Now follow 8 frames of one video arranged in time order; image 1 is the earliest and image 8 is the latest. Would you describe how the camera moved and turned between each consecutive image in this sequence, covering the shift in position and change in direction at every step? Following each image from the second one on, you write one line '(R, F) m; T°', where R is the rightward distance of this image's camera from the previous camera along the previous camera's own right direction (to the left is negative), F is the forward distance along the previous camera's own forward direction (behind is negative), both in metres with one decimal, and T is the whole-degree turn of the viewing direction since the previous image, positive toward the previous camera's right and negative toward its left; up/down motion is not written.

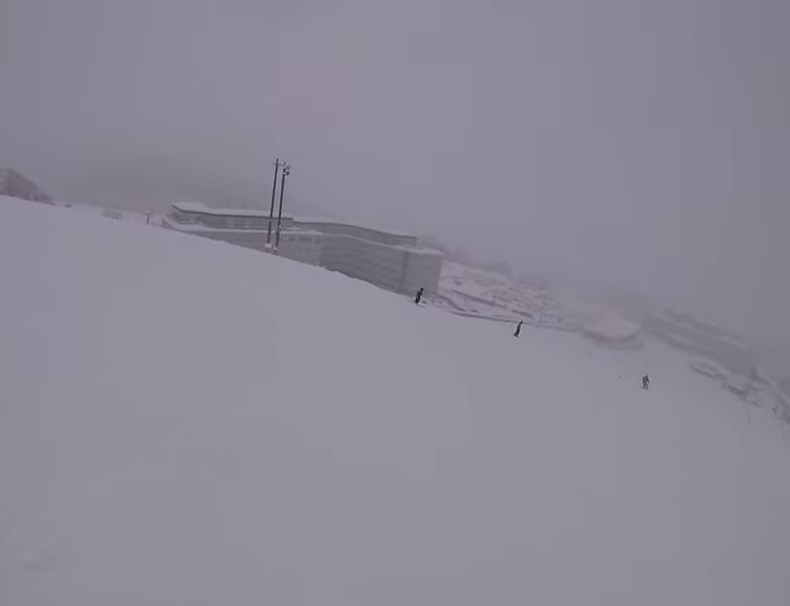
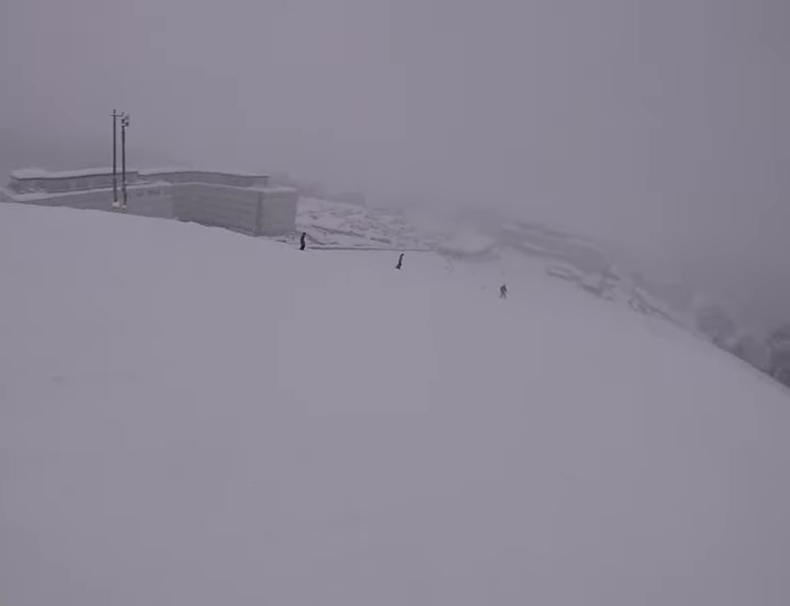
(-0.1, +1.7) m; +4°
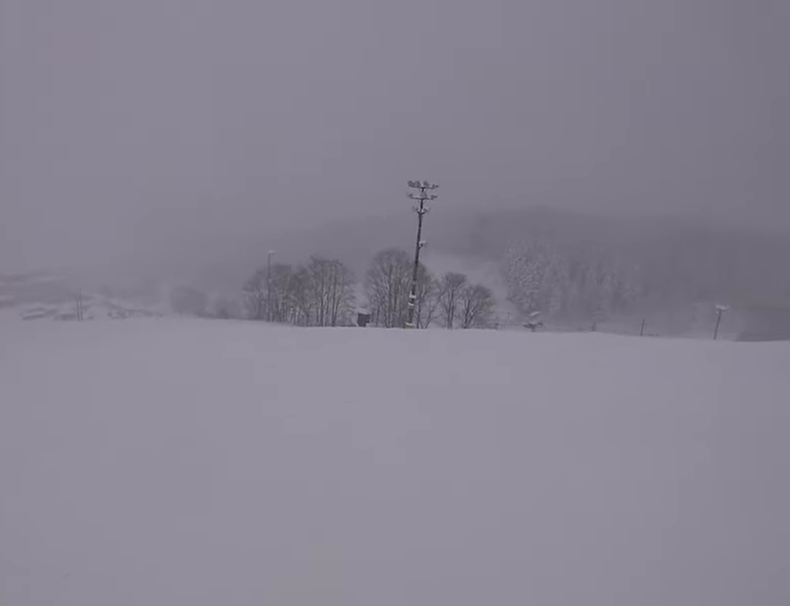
(+1.3, +3.9) m; +37°
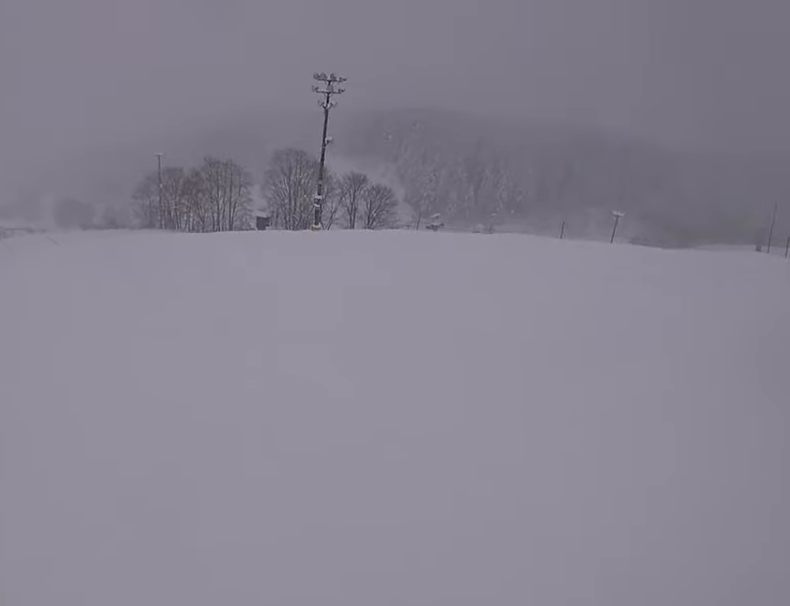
(+0.4, +2.1) m; +9°
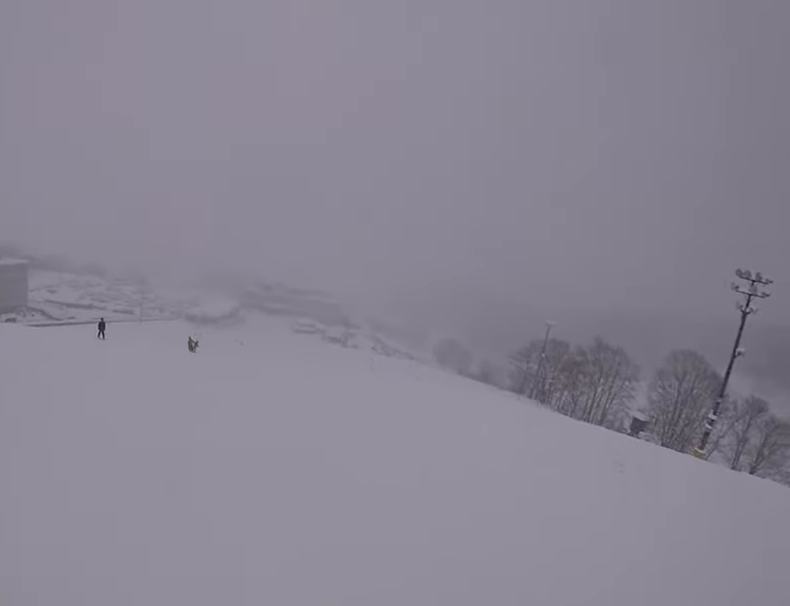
(-0.1, +3.3) m; -16°
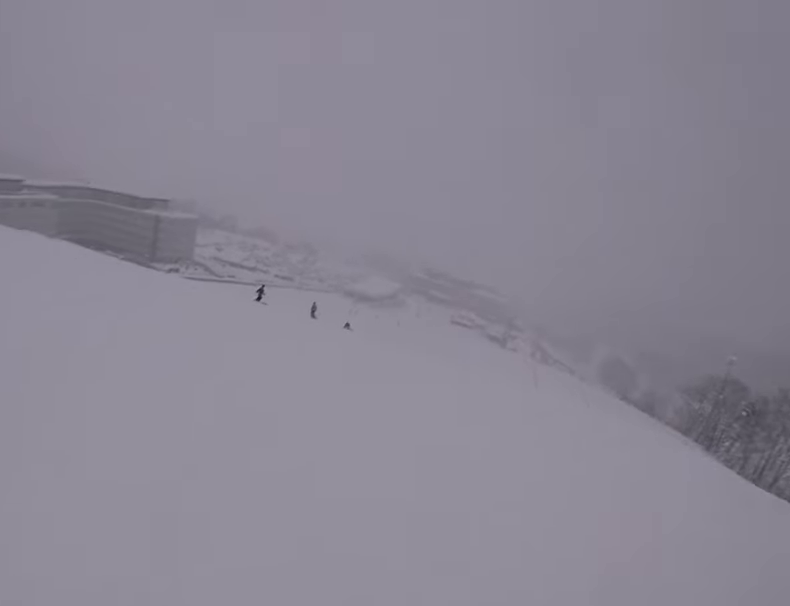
(-0.7, +3.6) m; -7°
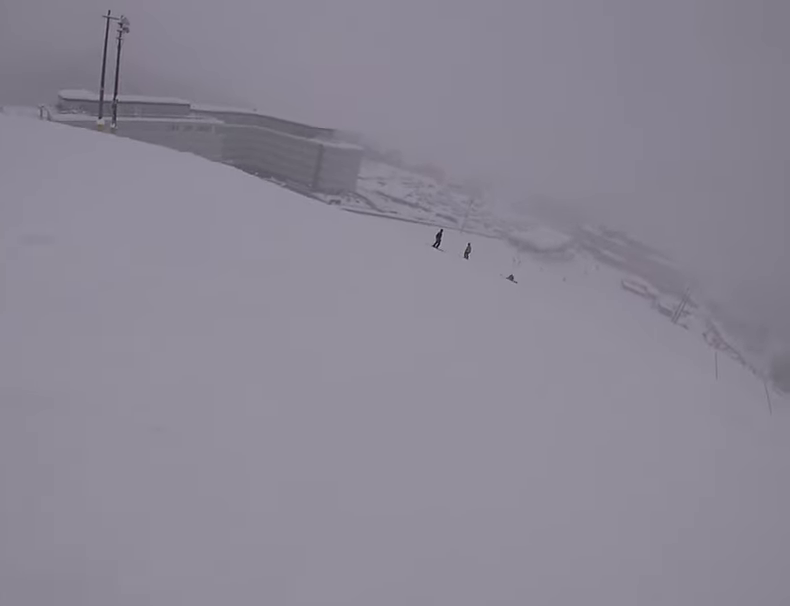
(+0.4, +1.5) m; -5°
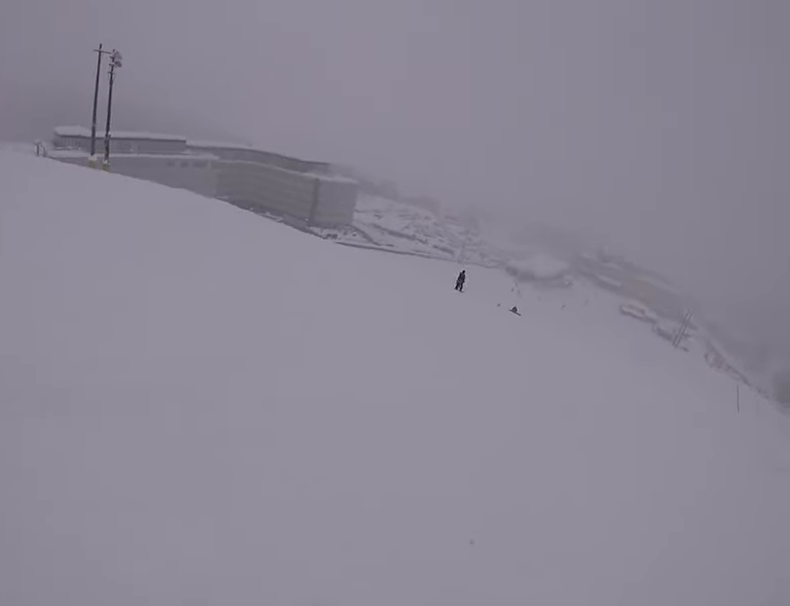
(0.0, +1.6) m; -7°
